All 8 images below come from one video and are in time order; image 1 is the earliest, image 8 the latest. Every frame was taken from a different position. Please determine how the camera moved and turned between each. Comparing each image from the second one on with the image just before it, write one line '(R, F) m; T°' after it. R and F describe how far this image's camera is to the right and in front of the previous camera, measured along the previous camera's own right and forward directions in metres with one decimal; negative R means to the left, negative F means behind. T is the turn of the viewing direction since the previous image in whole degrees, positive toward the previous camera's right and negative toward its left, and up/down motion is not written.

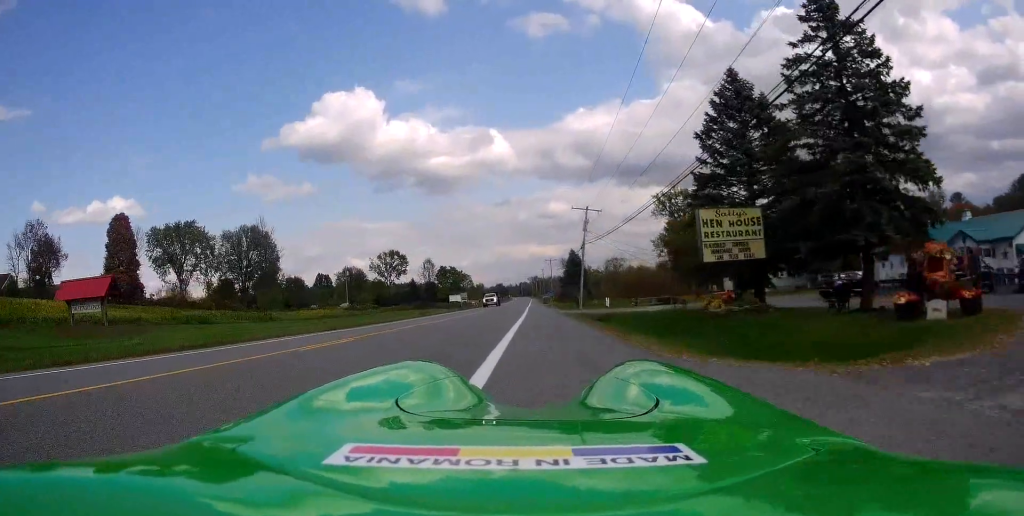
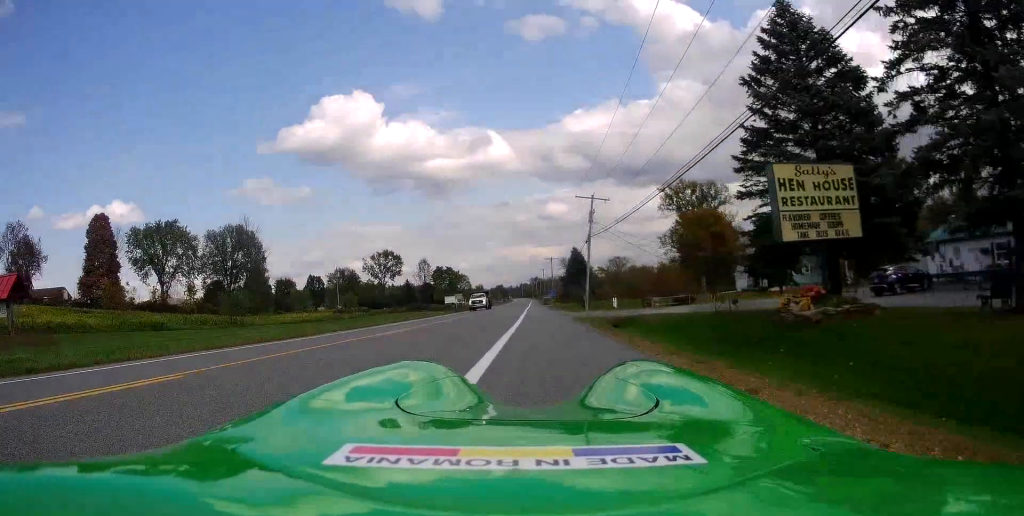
(+0.1, +6.8) m; 0°
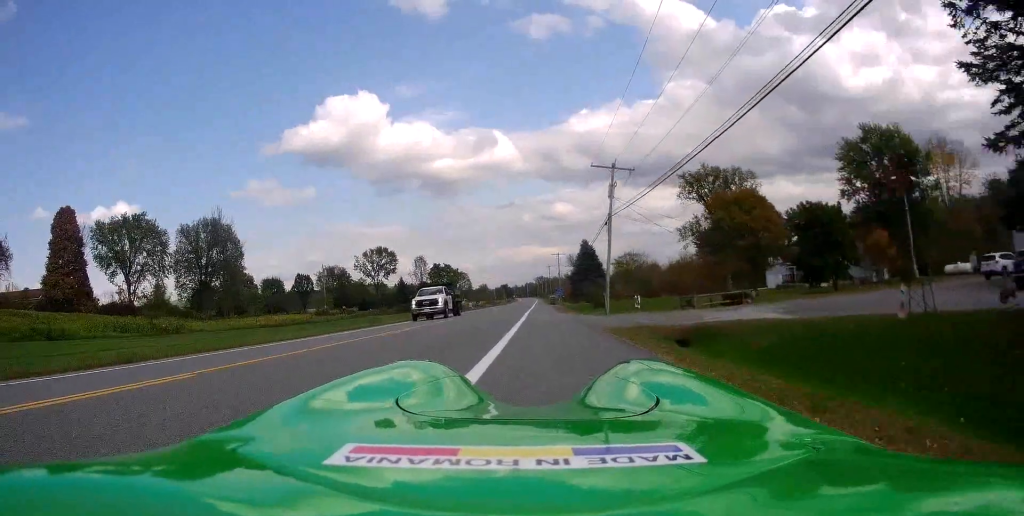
(-0.1, +11.7) m; -2°
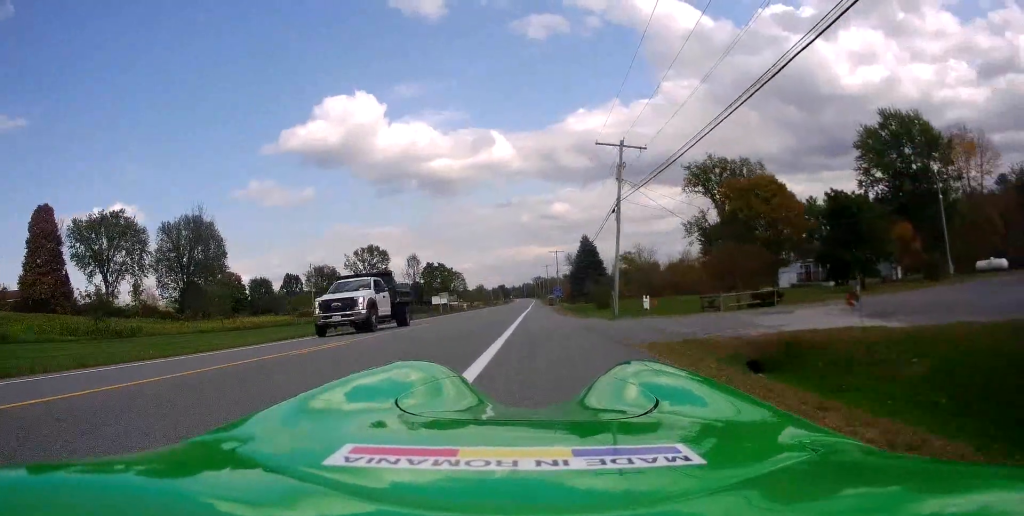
(-0.2, +5.9) m; 0°
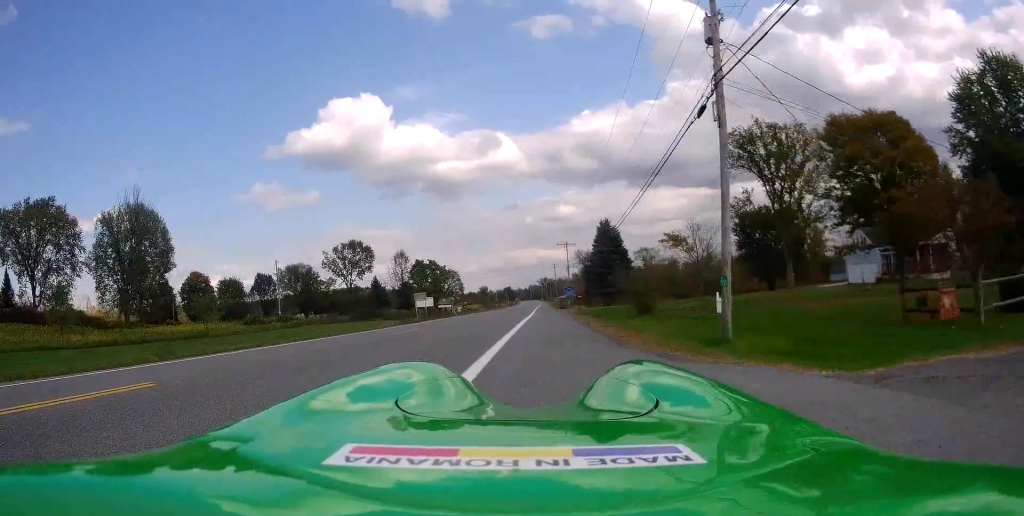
(+0.1, +19.0) m; +1°
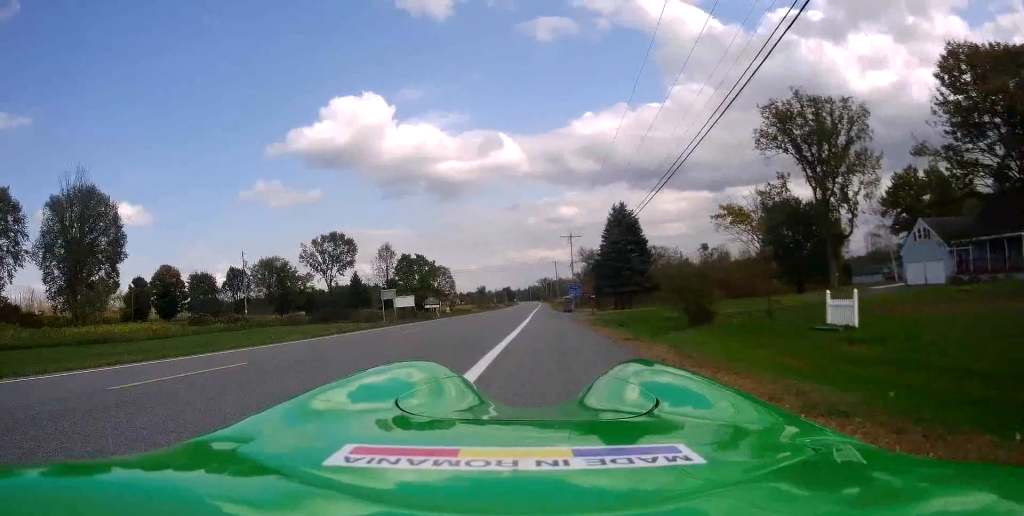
(0.0, +12.1) m; 0°
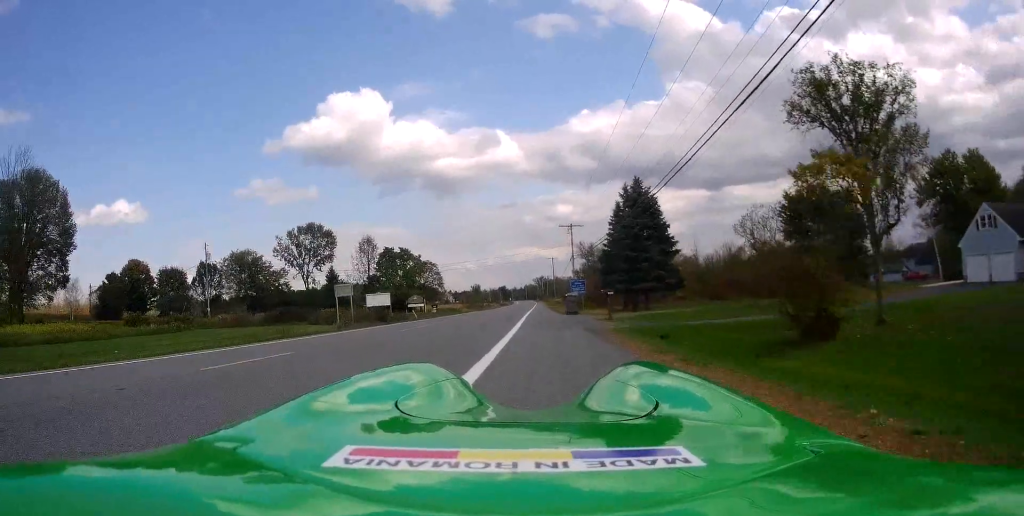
(0.0, +10.5) m; -2°
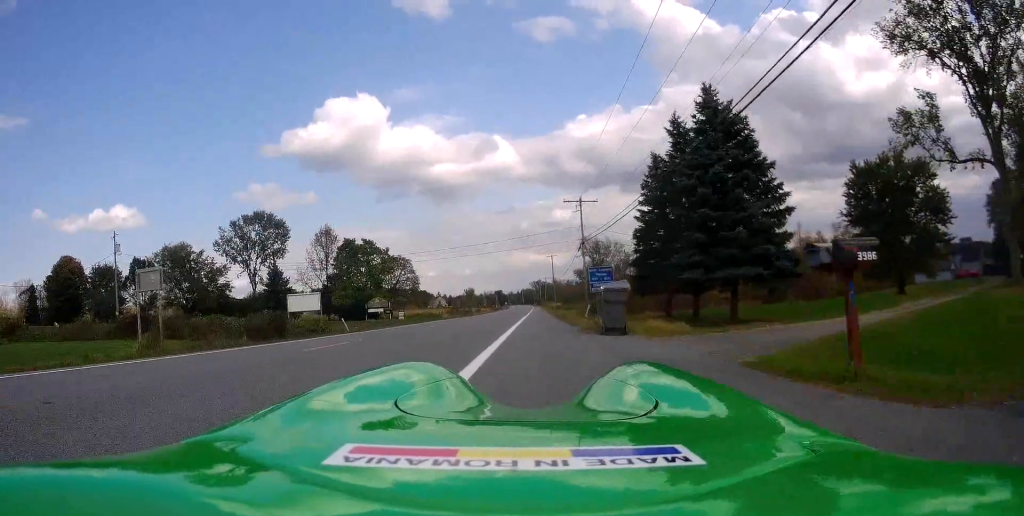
(-0.3, +20.0) m; +1°
